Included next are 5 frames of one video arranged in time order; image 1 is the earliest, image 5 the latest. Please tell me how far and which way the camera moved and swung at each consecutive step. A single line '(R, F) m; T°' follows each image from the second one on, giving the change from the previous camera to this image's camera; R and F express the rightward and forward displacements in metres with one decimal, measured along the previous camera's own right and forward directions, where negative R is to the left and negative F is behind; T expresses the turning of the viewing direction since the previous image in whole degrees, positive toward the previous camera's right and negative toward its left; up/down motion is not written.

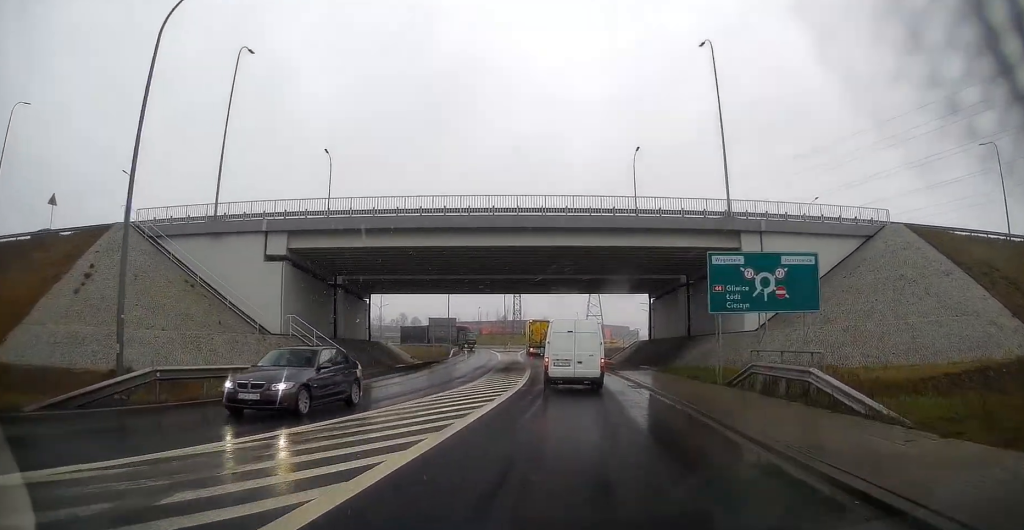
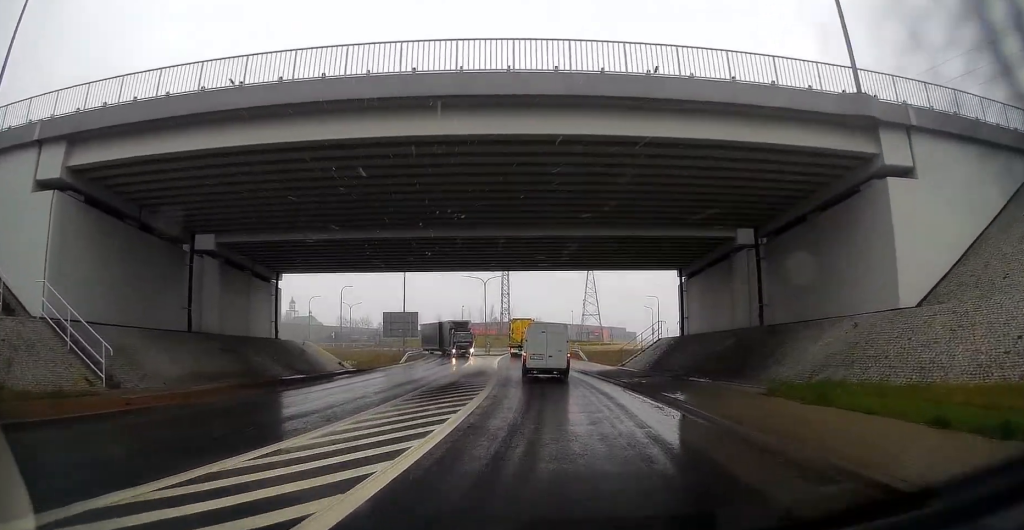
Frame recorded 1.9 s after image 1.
(+0.7, +17.8) m; +2°
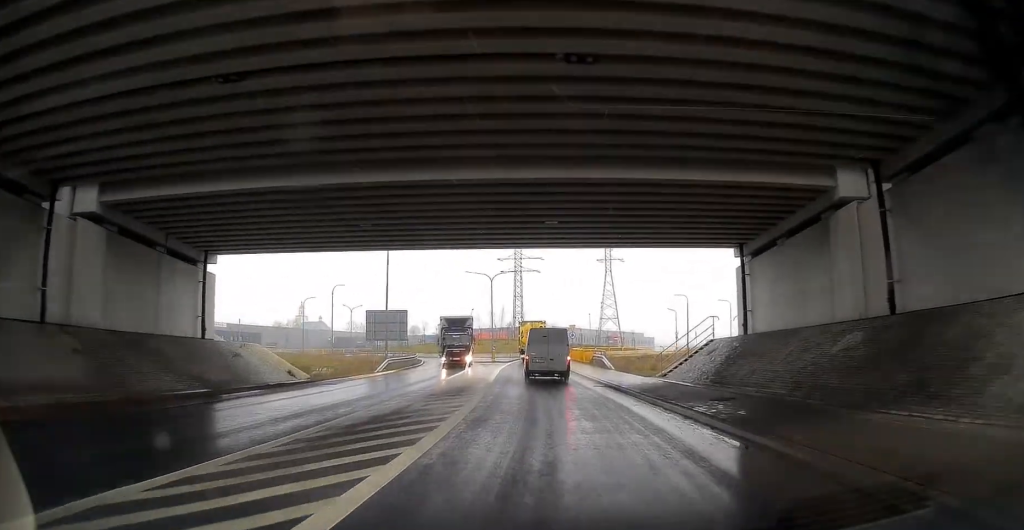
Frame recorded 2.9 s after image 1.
(-0.1, +9.8) m; -1°
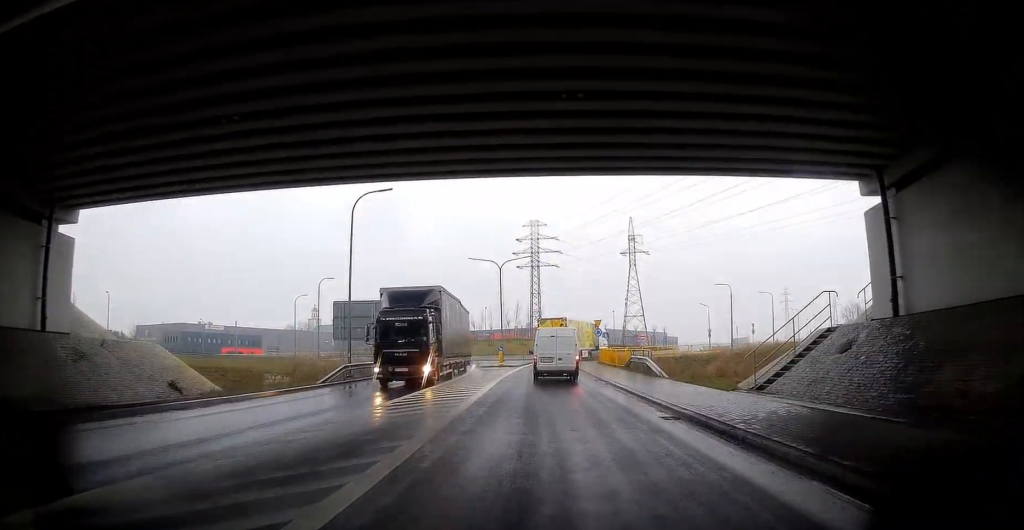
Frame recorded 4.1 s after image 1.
(-0.2, +11.8) m; -2°
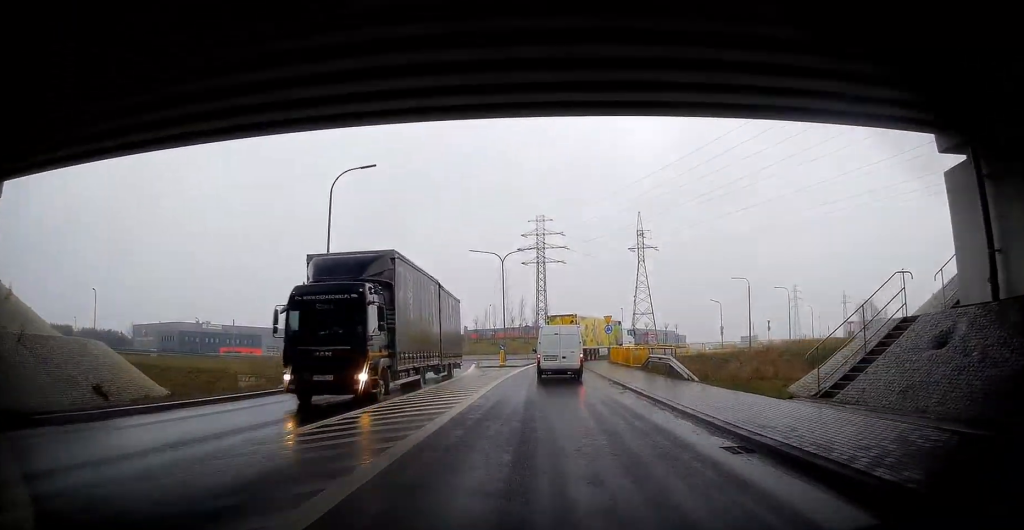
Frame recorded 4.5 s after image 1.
(0.0, +4.2) m; -1°
